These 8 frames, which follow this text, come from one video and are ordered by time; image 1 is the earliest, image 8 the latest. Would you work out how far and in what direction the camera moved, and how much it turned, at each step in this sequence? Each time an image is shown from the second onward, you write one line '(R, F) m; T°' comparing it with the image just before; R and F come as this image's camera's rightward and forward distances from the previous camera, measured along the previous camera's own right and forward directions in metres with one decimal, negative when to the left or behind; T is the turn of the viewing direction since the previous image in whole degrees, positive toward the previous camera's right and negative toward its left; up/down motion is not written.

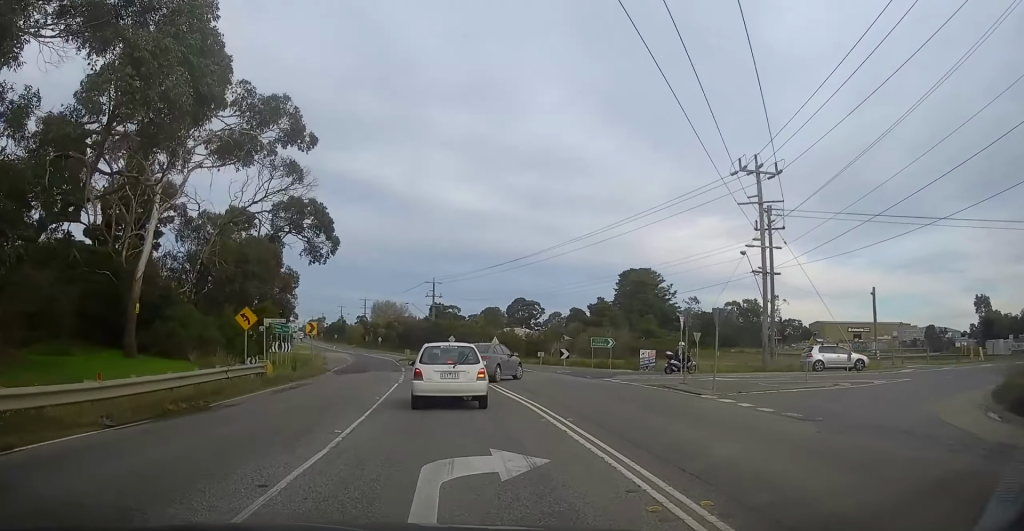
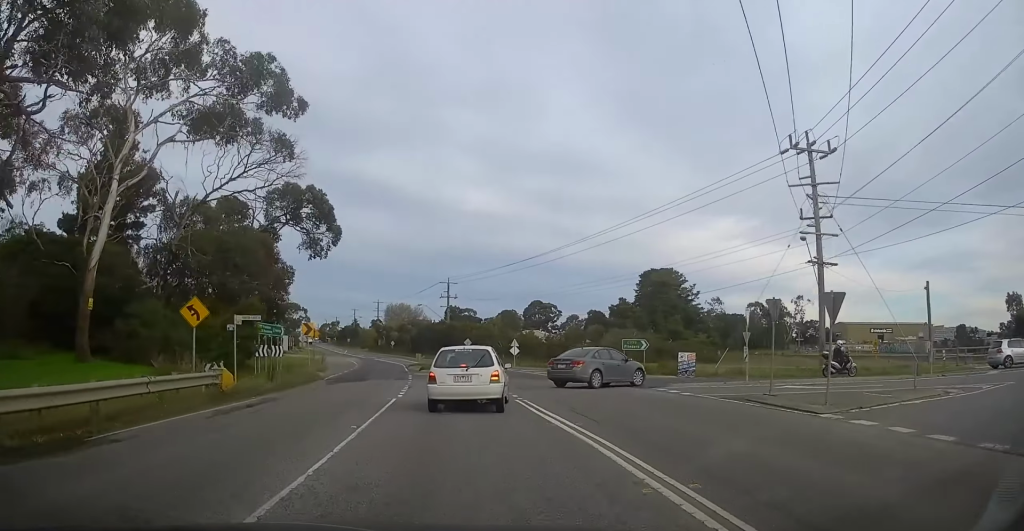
(+0.1, +5.0) m; -4°
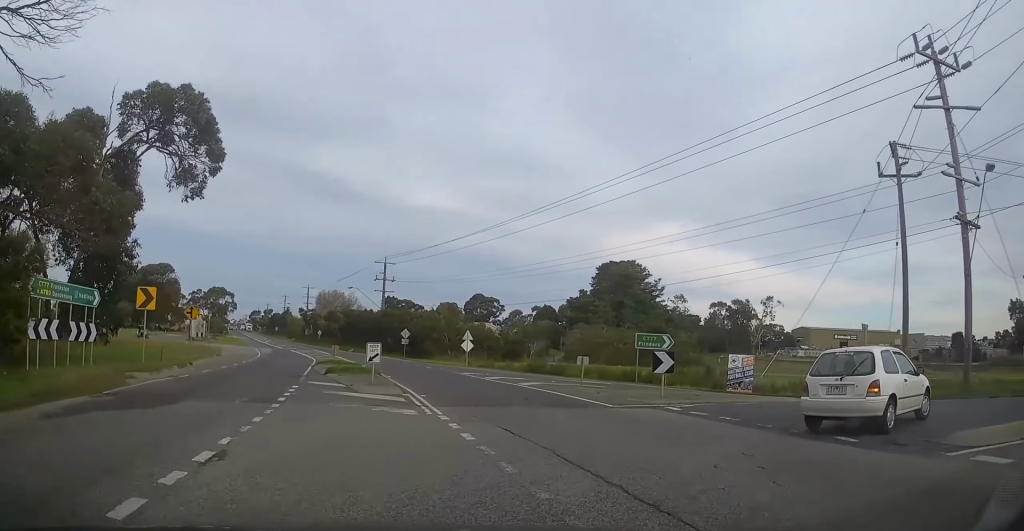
(+0.3, +15.8) m; +12°
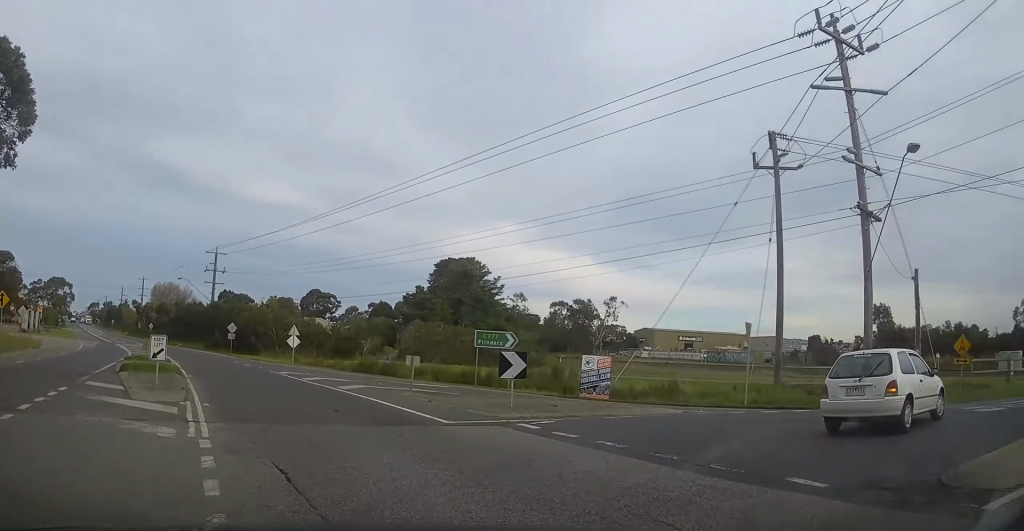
(-0.3, +3.7) m; +13°
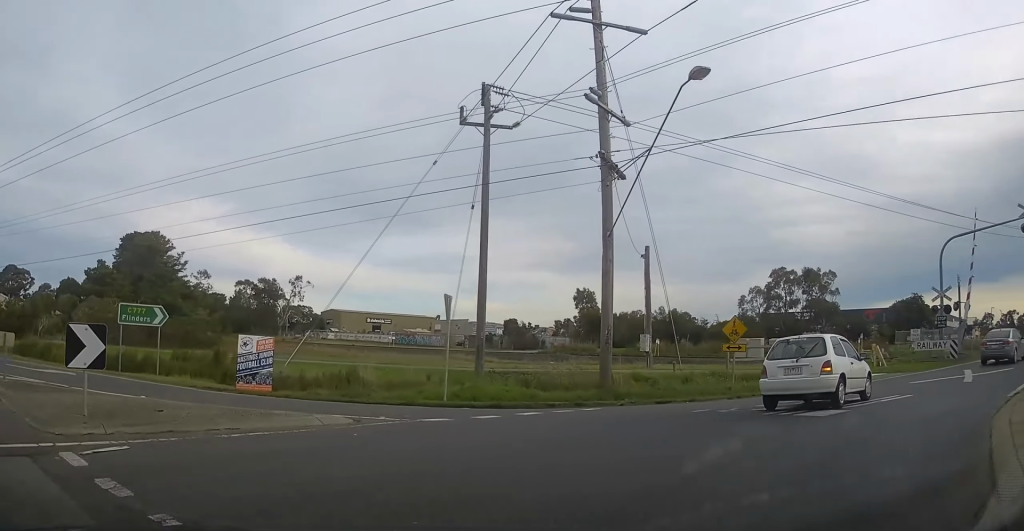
(+1.5, +4.7) m; +29°
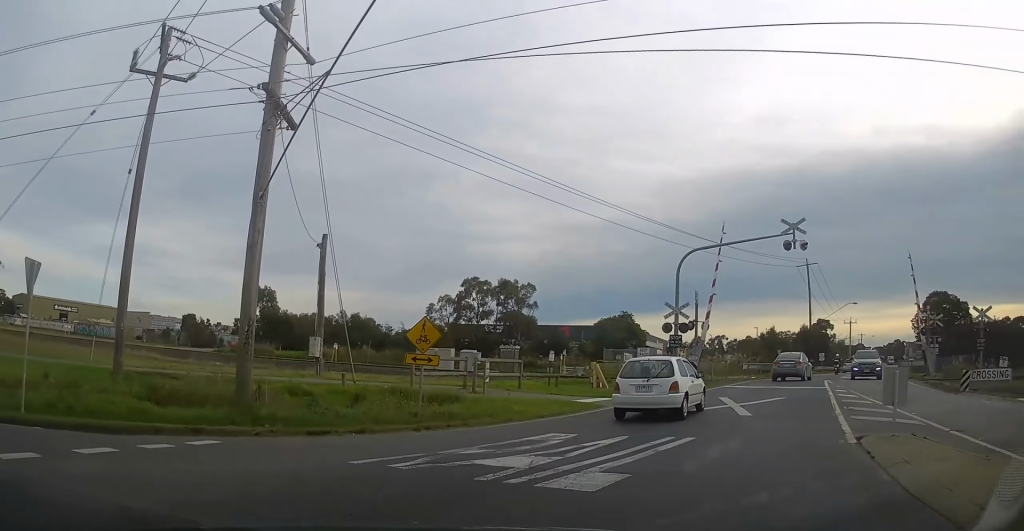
(+1.2, +4.6) m; +25°
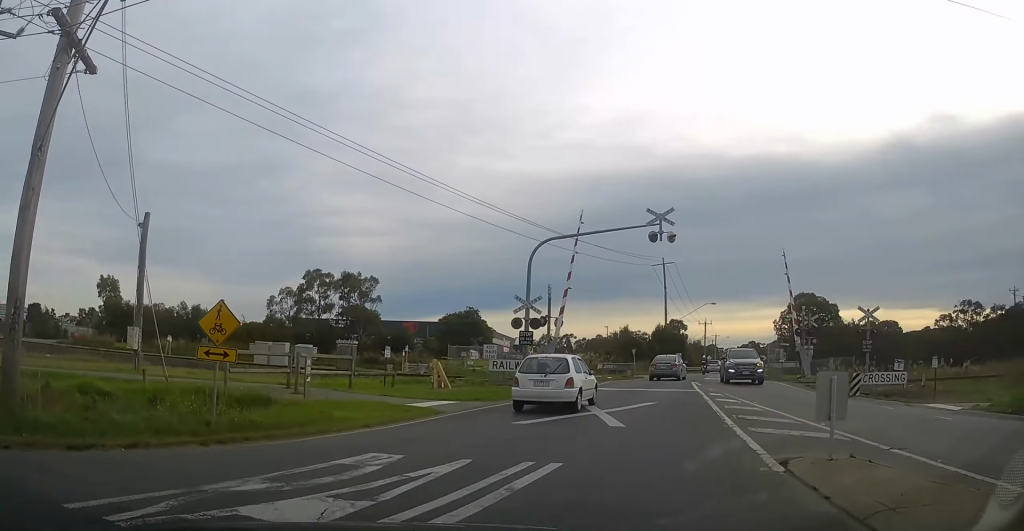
(0.0, +2.6) m; +11°
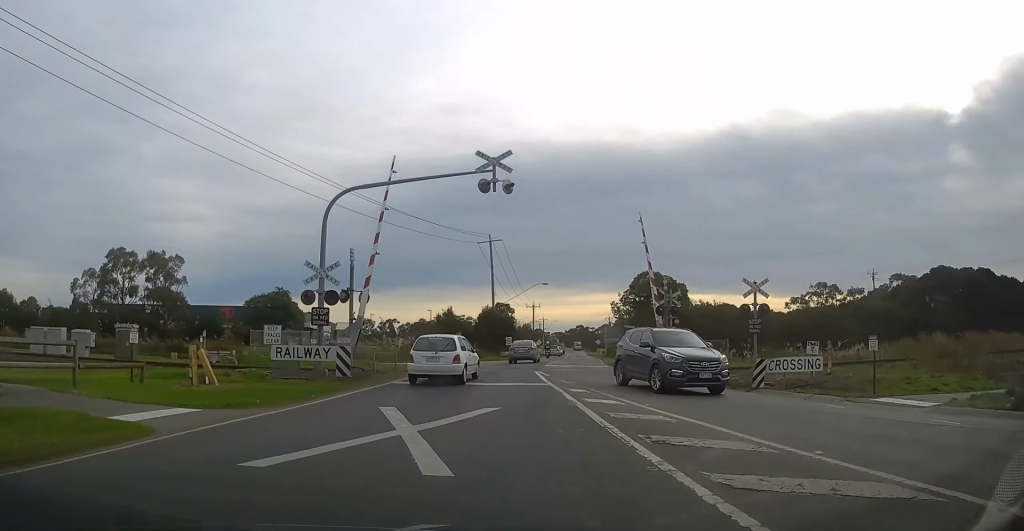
(+1.2, +6.1) m; +13°
